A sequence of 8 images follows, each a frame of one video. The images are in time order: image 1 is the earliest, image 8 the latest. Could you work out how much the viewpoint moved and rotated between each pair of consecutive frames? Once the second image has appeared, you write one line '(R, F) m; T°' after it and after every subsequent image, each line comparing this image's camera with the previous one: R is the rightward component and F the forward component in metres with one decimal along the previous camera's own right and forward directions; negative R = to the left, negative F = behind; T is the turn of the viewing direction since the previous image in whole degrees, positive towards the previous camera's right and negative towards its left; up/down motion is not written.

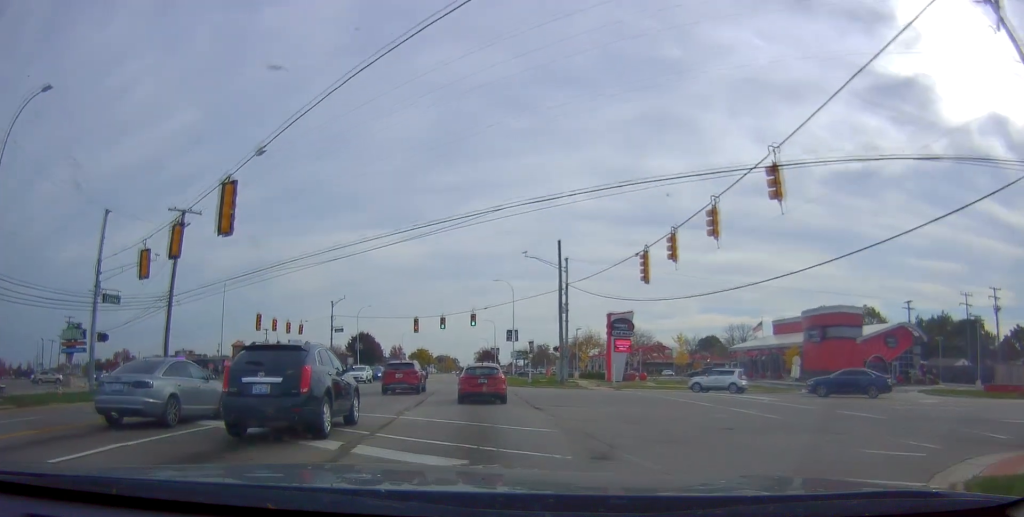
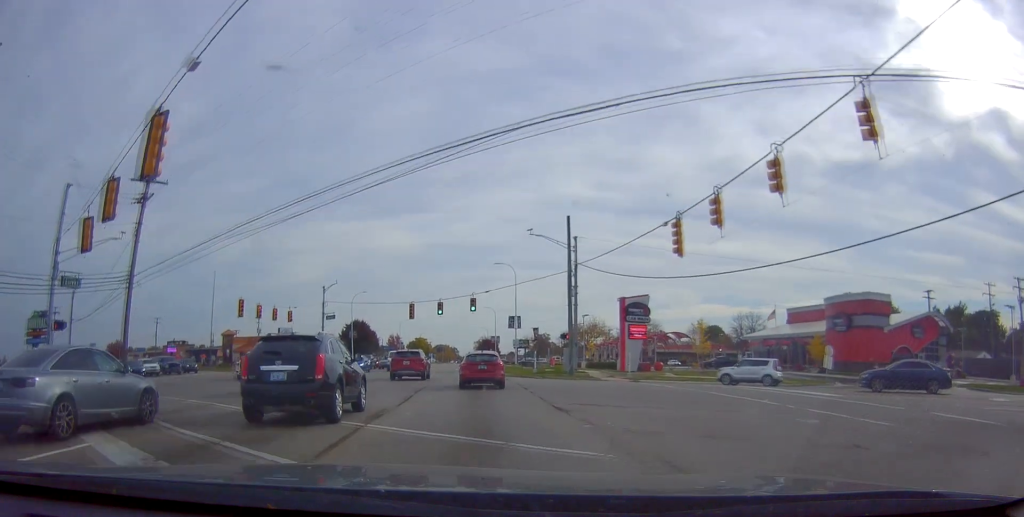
(0.0, +4.7) m; -2°
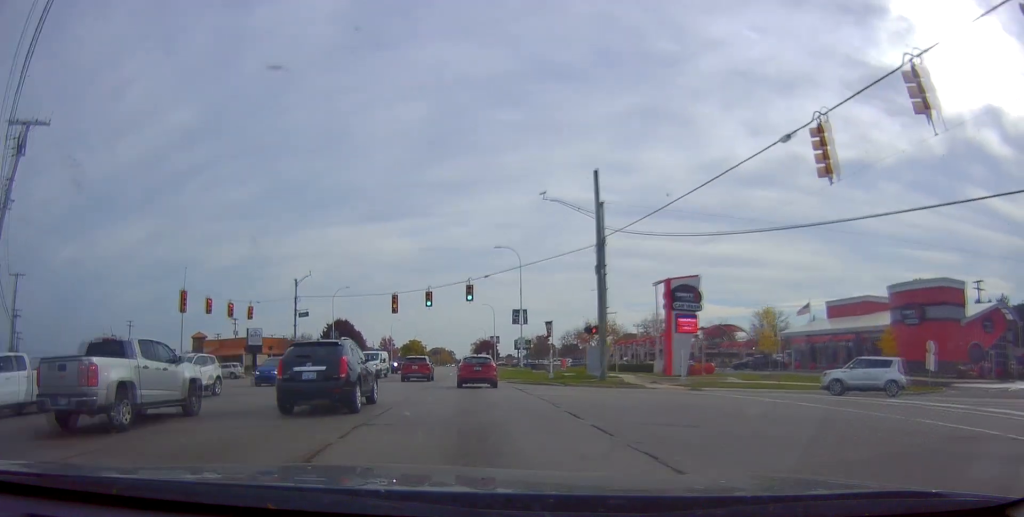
(-0.2, +11.8) m; +2°
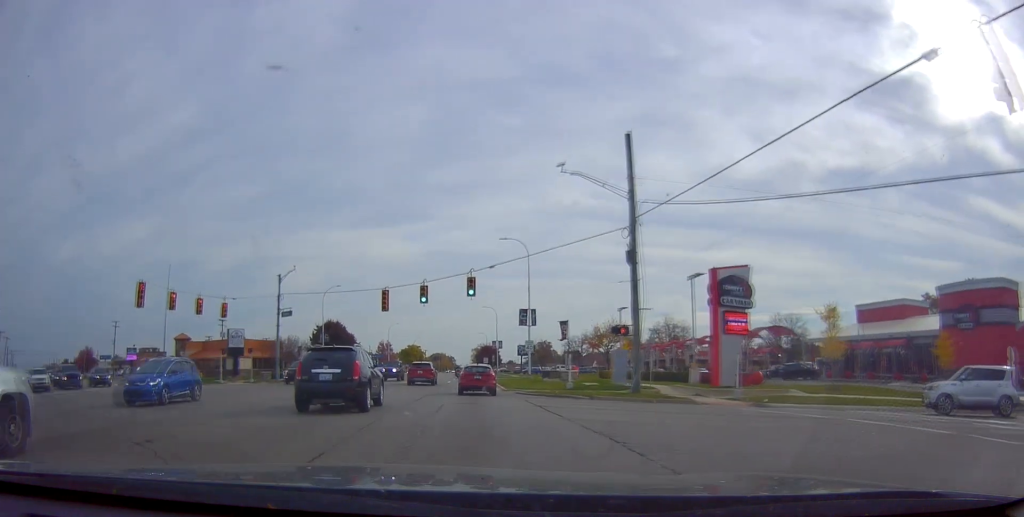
(+0.2, +6.7) m; +2°
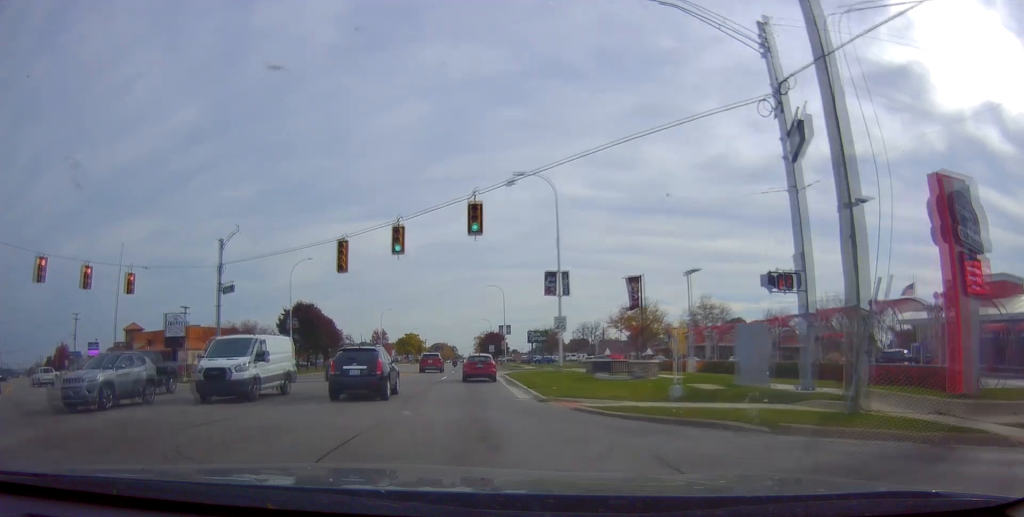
(-0.4, +16.7) m; -2°
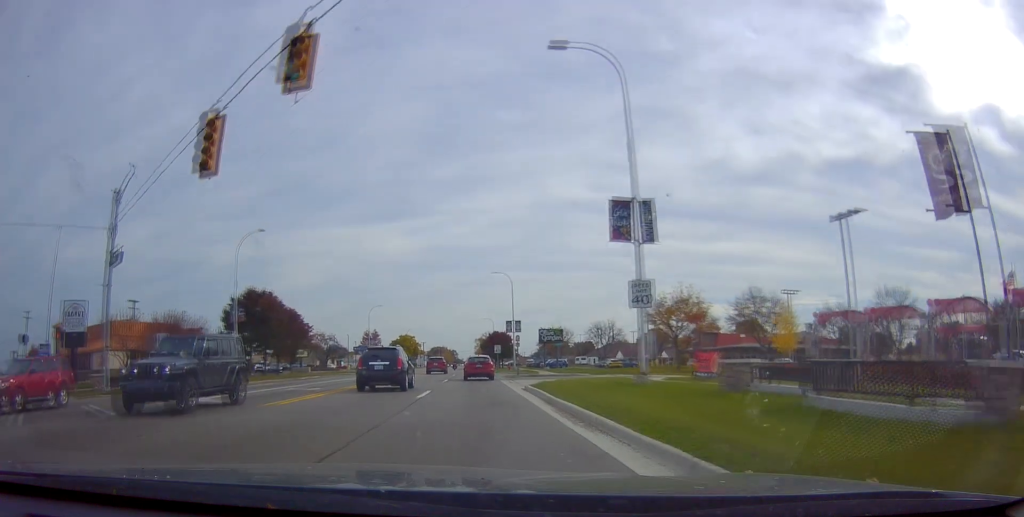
(0.0, +17.1) m; +2°
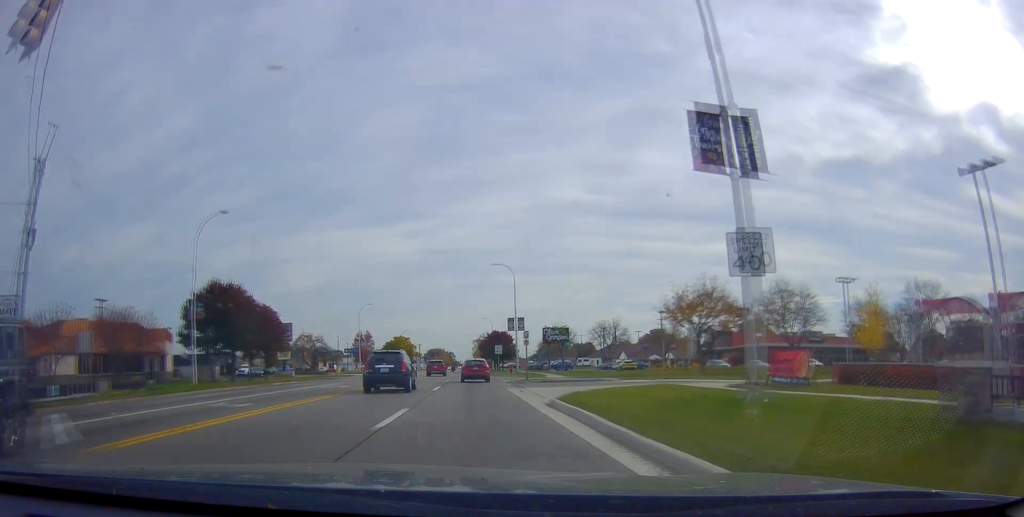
(+0.1, +8.1) m; +1°
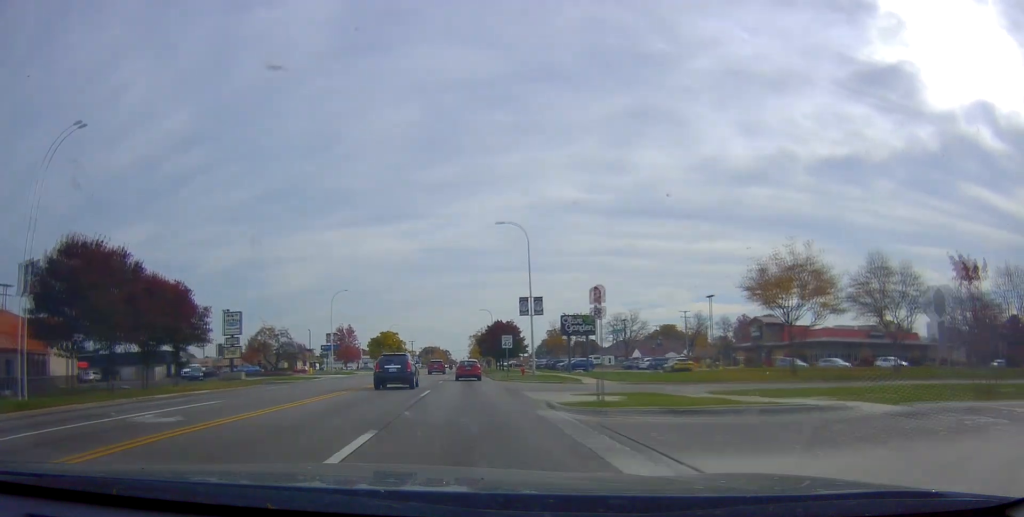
(0.0, +19.7) m; -1°
